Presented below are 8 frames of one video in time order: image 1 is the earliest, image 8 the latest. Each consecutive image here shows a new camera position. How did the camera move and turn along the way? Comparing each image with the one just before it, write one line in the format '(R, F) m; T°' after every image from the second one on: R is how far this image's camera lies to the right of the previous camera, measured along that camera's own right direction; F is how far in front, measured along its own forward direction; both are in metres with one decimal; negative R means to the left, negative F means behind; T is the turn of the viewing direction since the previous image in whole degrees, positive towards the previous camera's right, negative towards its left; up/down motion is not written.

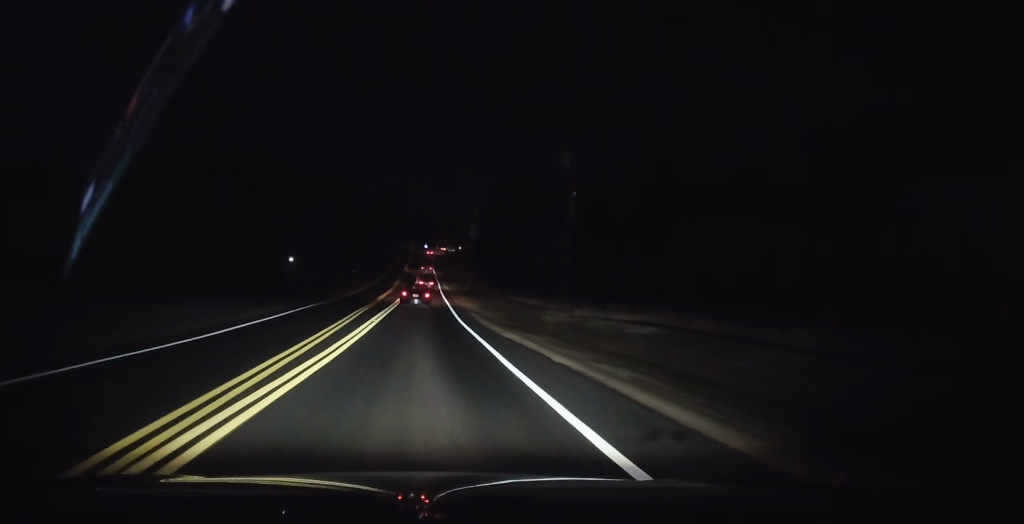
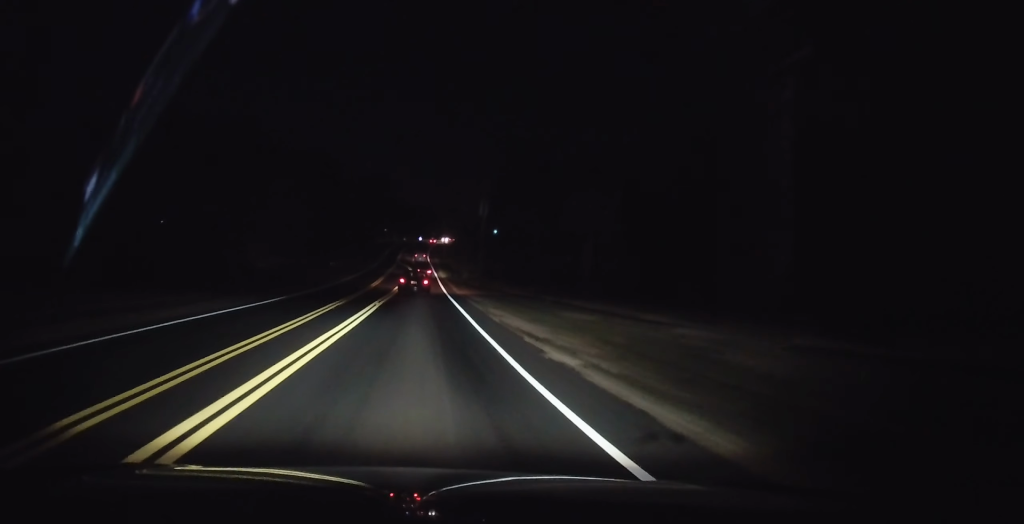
(-0.4, +22.4) m; +1°
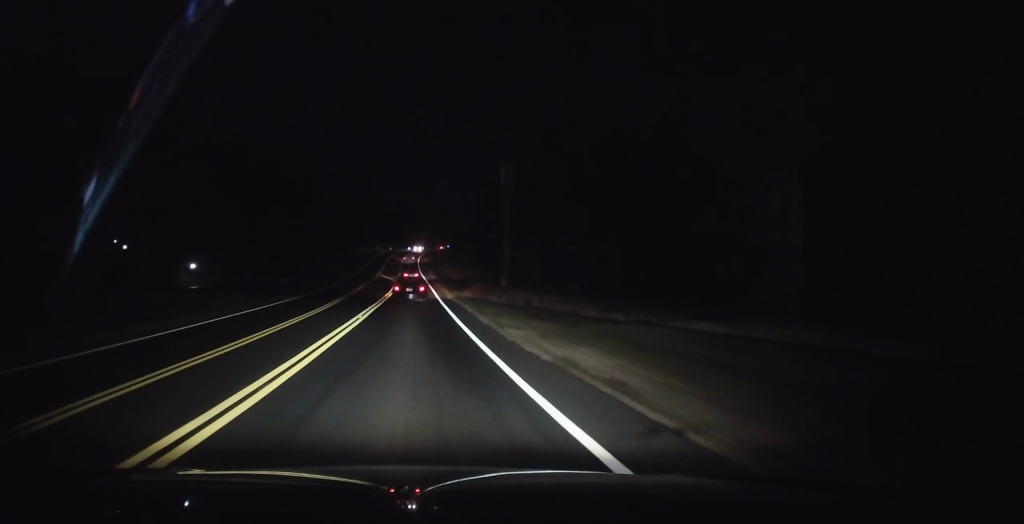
(+0.7, +29.0) m; +1°
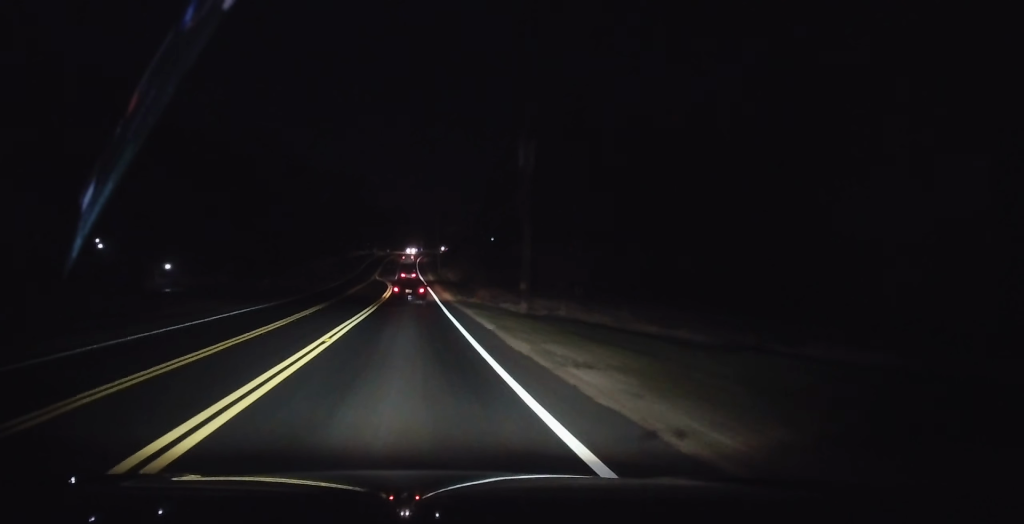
(-0.2, +8.3) m; 0°
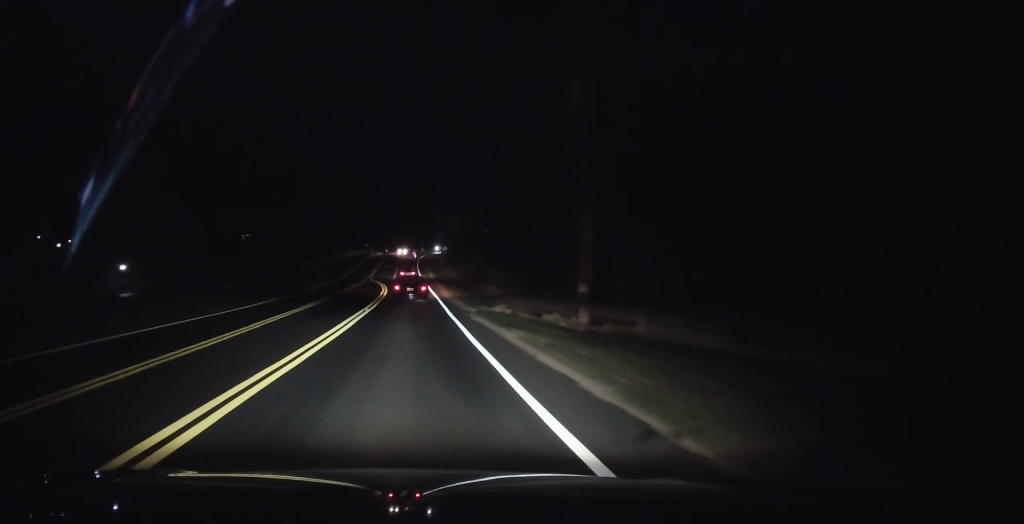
(+0.3, +12.2) m; -1°
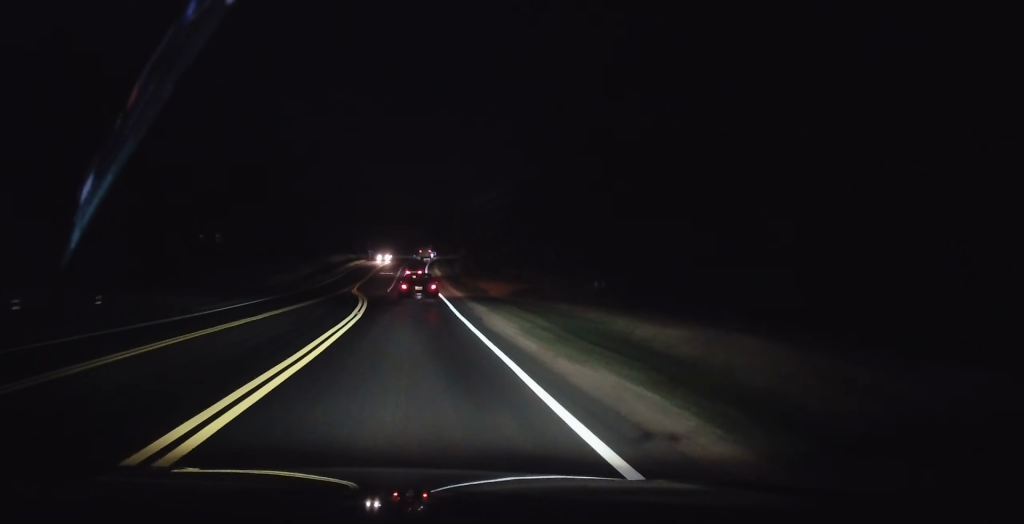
(-1.1, +27.6) m; -2°
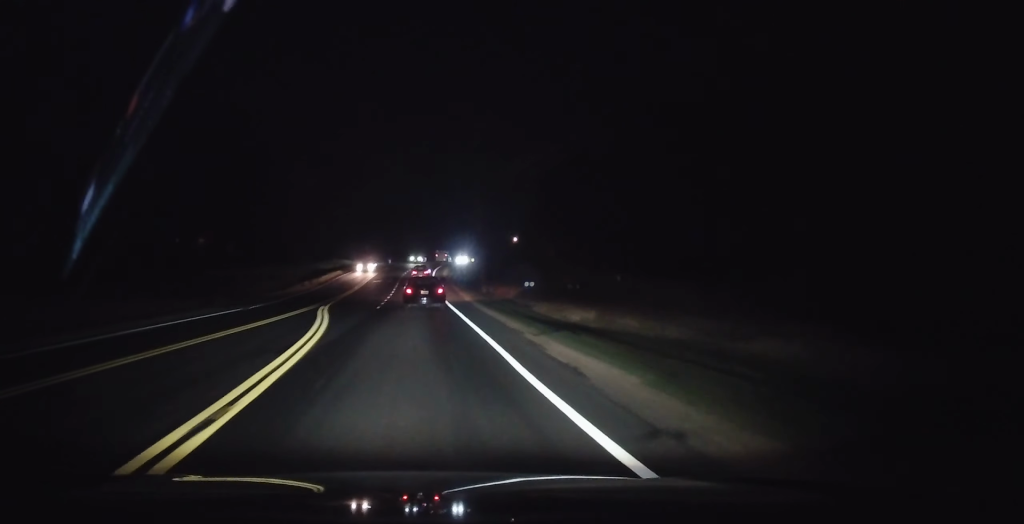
(+0.6, +16.5) m; +2°
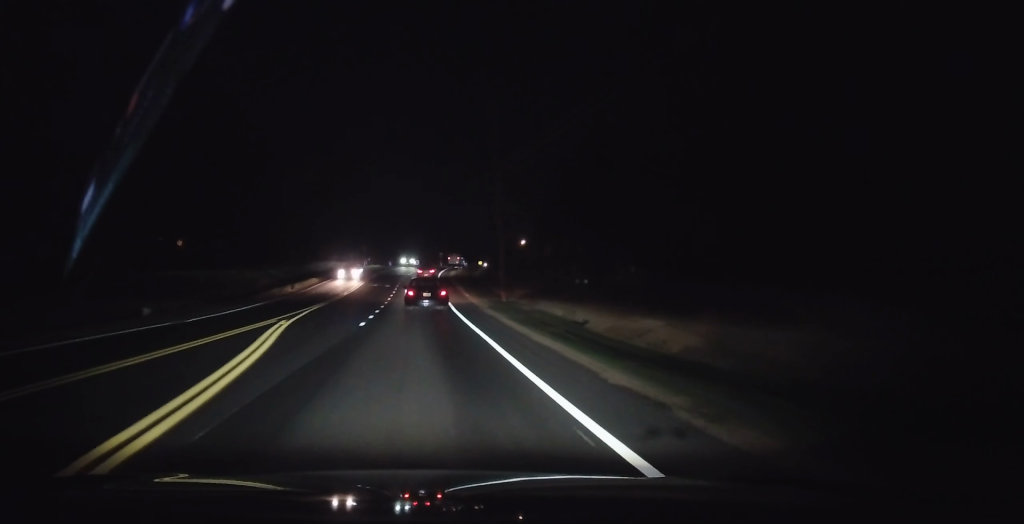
(0.0, +9.4) m; 0°
